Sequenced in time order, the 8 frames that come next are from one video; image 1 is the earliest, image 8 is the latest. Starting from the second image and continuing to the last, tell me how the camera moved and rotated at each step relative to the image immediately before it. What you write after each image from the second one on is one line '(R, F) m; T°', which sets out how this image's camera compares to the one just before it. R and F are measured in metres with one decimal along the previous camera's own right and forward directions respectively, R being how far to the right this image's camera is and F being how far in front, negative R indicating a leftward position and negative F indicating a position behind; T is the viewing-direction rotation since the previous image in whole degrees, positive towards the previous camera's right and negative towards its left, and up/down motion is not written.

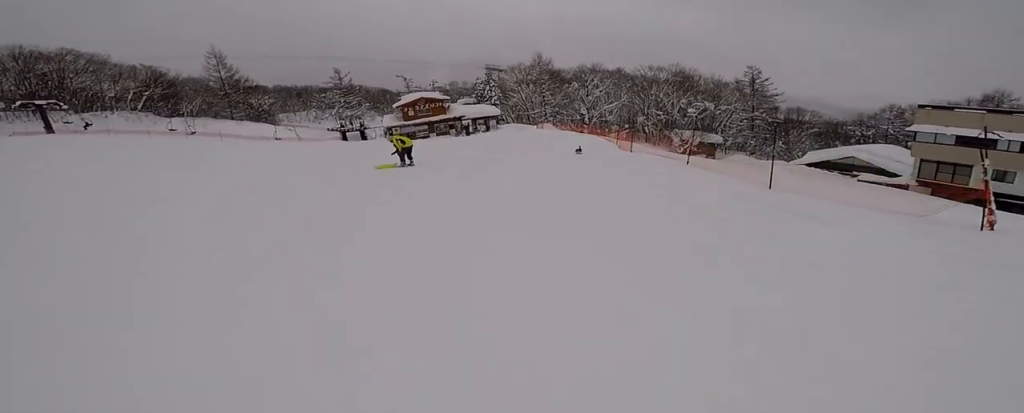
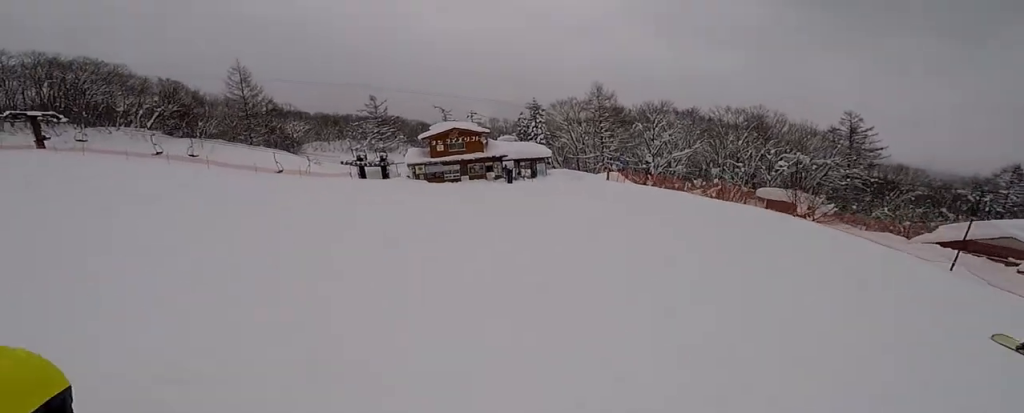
(+1.7, +11.6) m; +8°
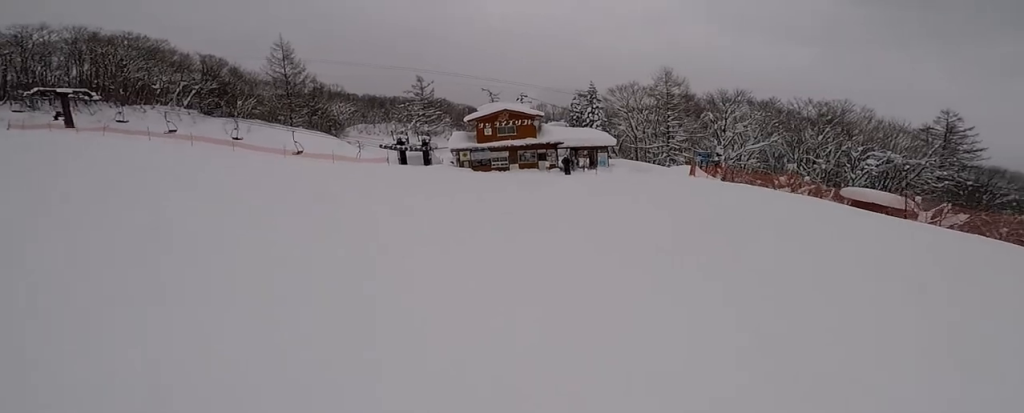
(-0.6, +4.9) m; -8°
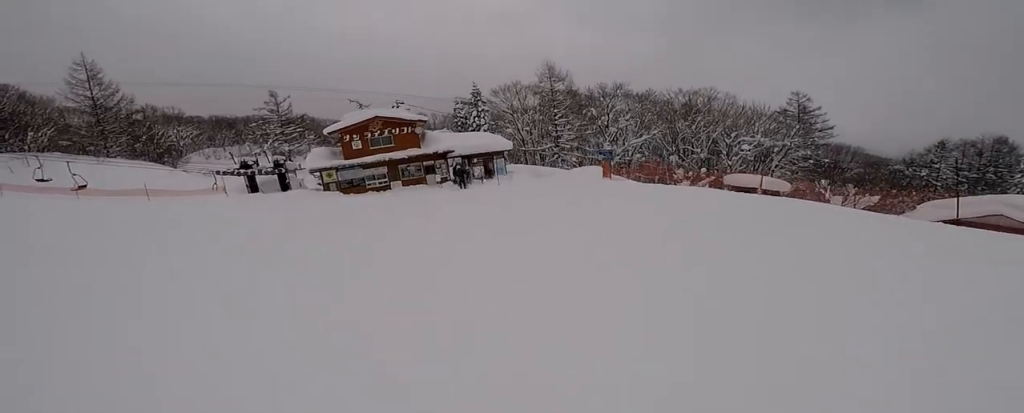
(0.0, +5.7) m; +6°
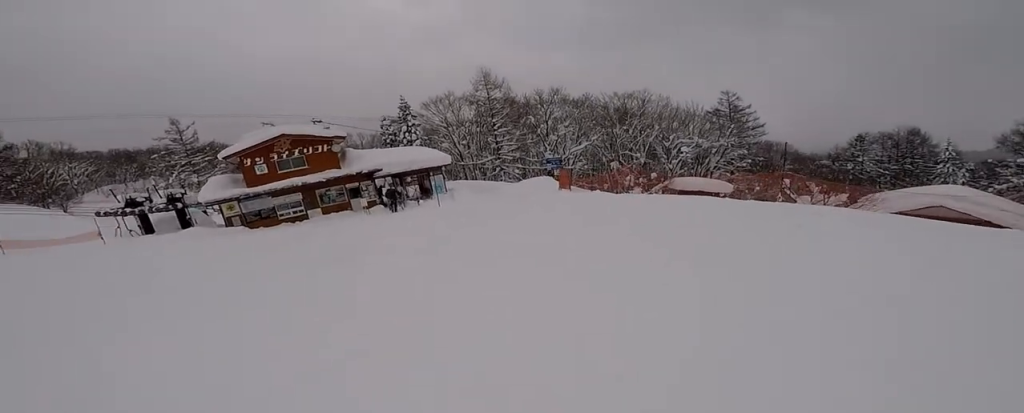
(+0.2, +3.7) m; +6°
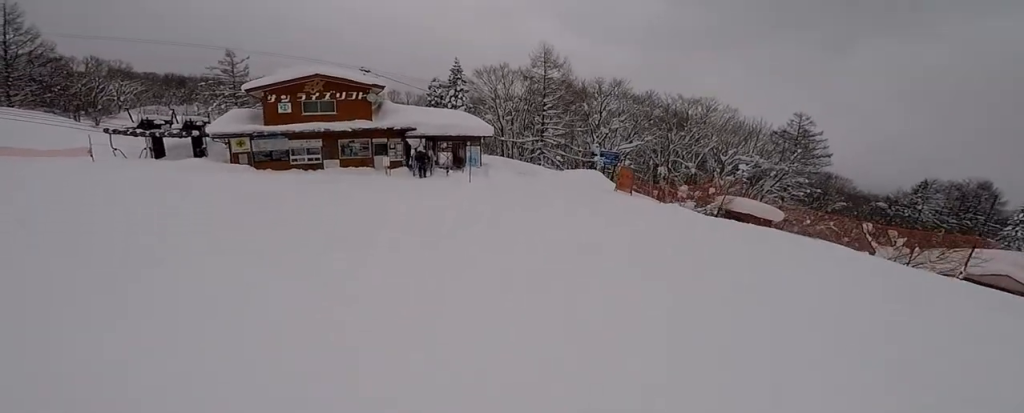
(+0.4, +3.3) m; 0°
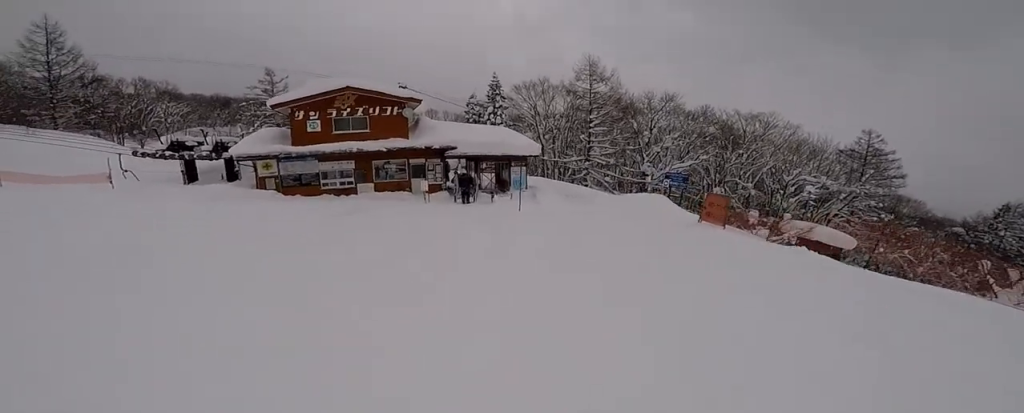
(-0.4, +2.6) m; -6°
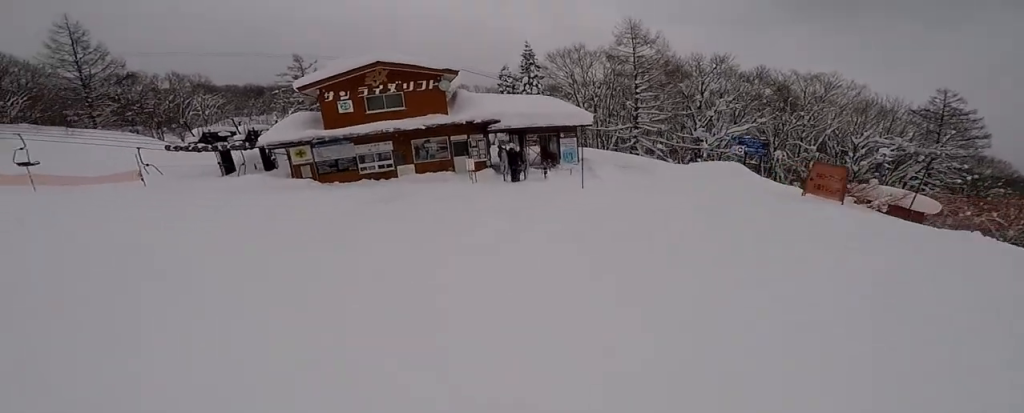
(-0.1, +1.9) m; +1°
